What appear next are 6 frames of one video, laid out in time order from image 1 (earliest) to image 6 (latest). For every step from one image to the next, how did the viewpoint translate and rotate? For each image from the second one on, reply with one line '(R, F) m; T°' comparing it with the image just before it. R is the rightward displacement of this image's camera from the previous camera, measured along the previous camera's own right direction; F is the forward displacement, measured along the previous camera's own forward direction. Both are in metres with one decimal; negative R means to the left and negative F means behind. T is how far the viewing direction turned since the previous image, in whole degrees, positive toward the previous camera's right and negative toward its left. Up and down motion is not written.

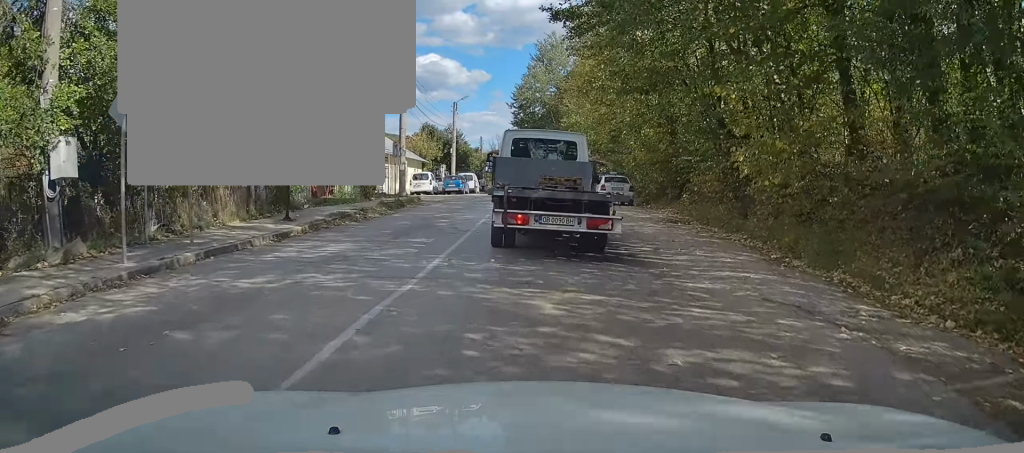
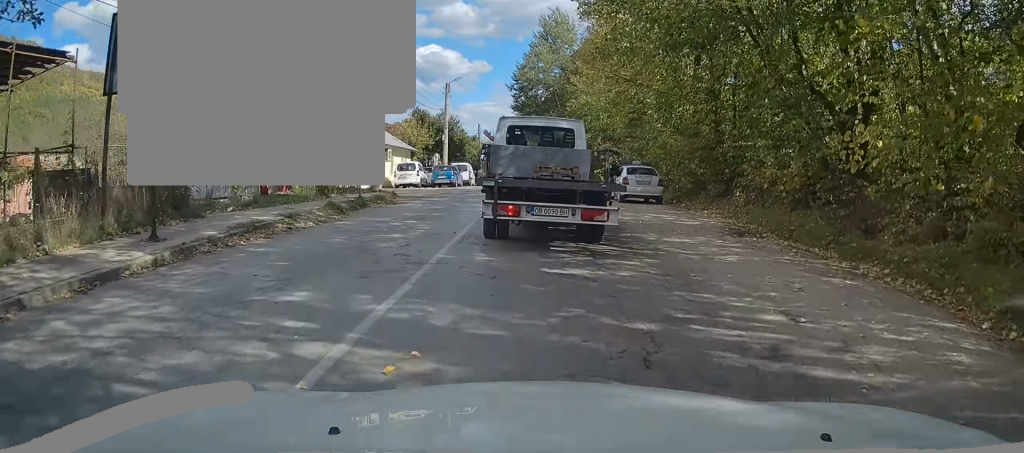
(-0.1, +6.5) m; -1°
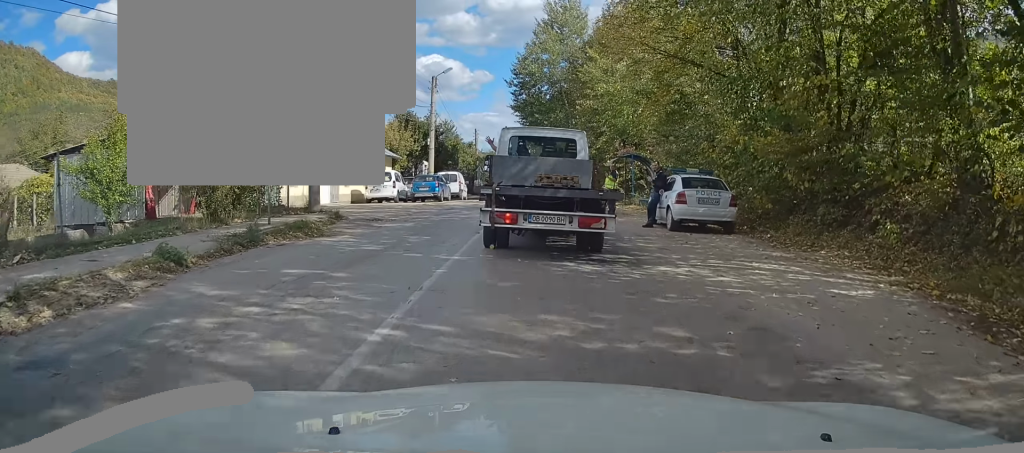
(0.0, +9.0) m; 0°
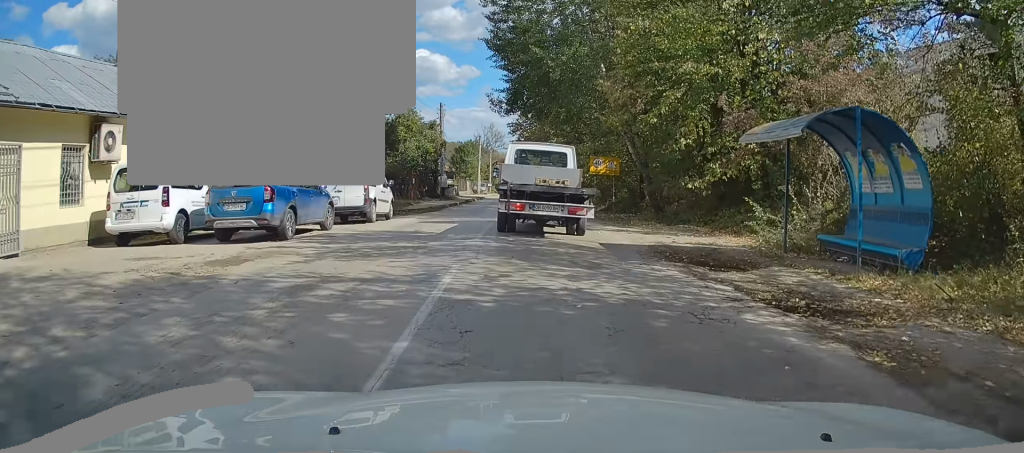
(+0.1, +23.7) m; +2°
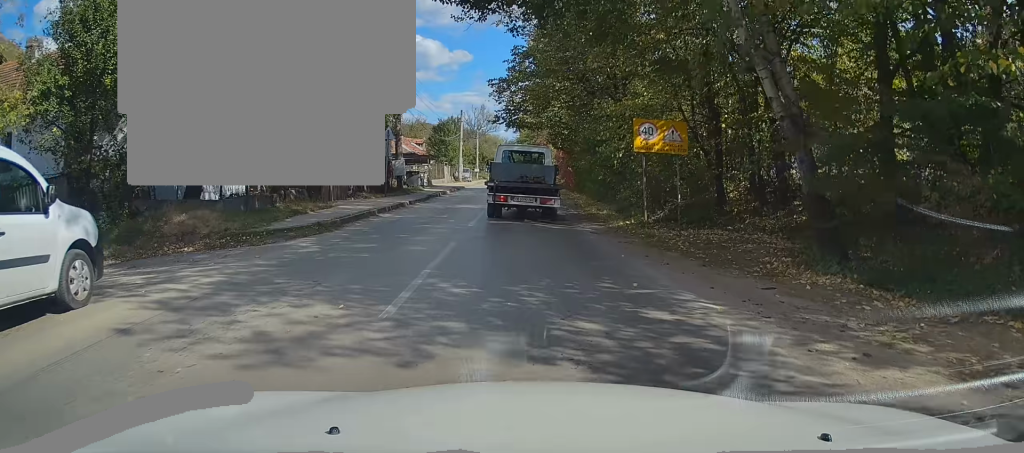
(+0.3, +15.3) m; +1°
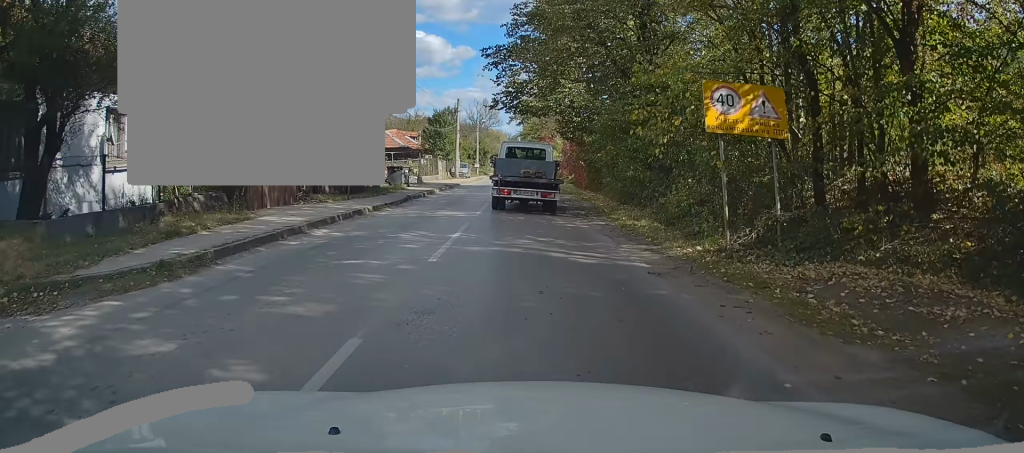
(0.0, +6.7) m; -1°
